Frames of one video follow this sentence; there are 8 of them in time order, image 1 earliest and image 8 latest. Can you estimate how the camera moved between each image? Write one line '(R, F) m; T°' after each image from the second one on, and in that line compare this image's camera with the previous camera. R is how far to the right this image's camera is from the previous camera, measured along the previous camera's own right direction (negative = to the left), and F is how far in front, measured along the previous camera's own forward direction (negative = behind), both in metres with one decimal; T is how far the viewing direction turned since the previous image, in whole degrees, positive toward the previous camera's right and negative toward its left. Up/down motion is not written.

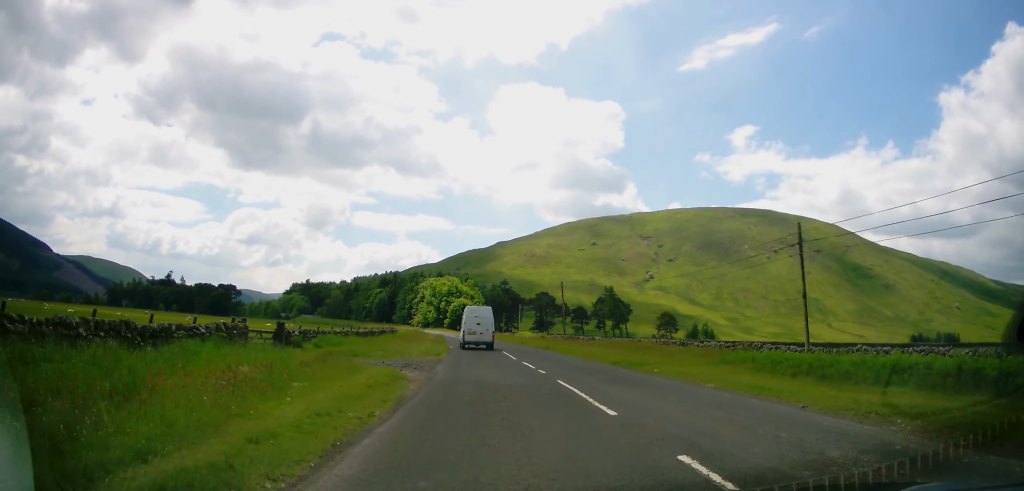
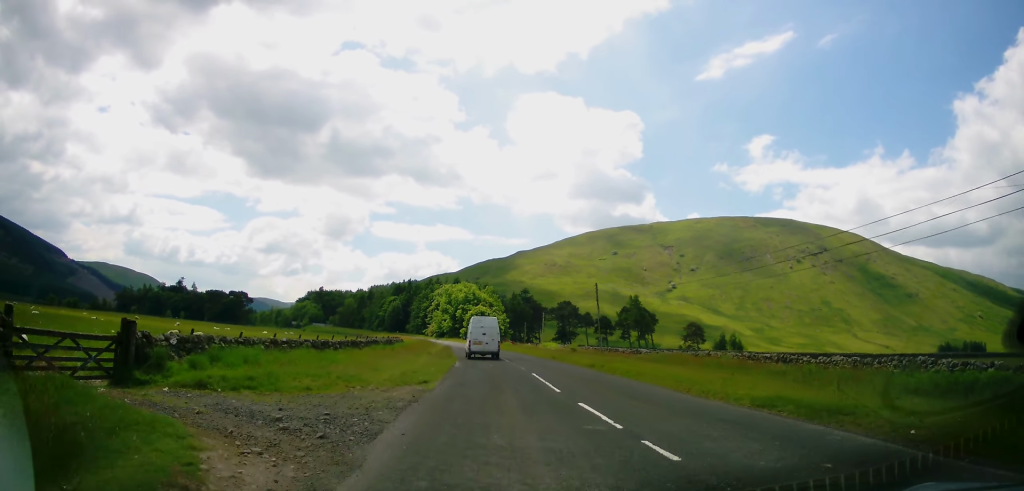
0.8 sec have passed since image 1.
(-0.3, +11.7) m; -2°
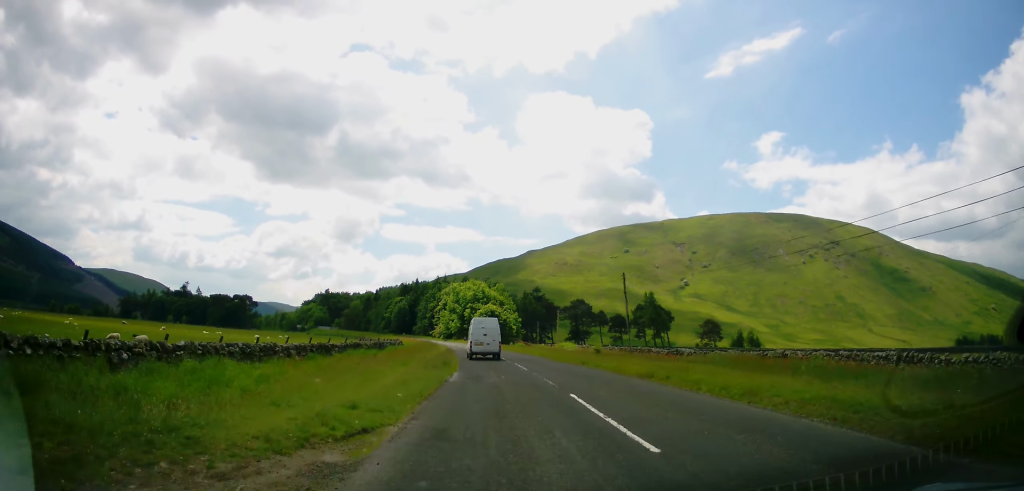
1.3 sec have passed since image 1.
(-0.1, +8.6) m; -1°
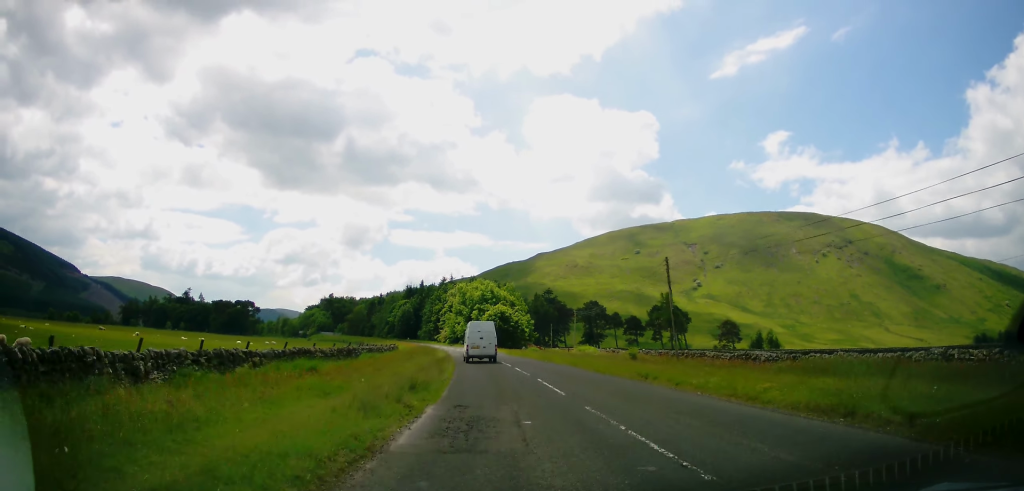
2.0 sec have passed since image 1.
(-0.1, +10.8) m; -1°
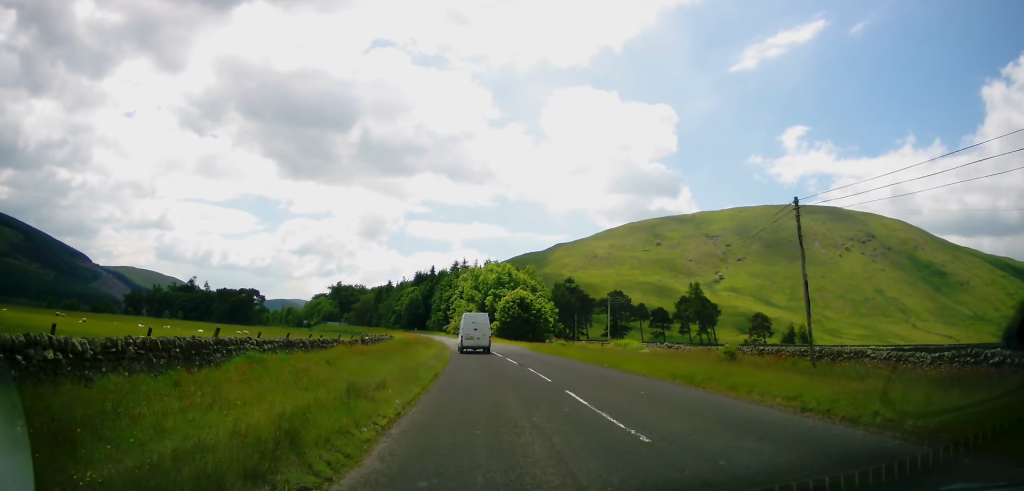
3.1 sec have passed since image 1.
(-0.2, +16.8) m; -2°
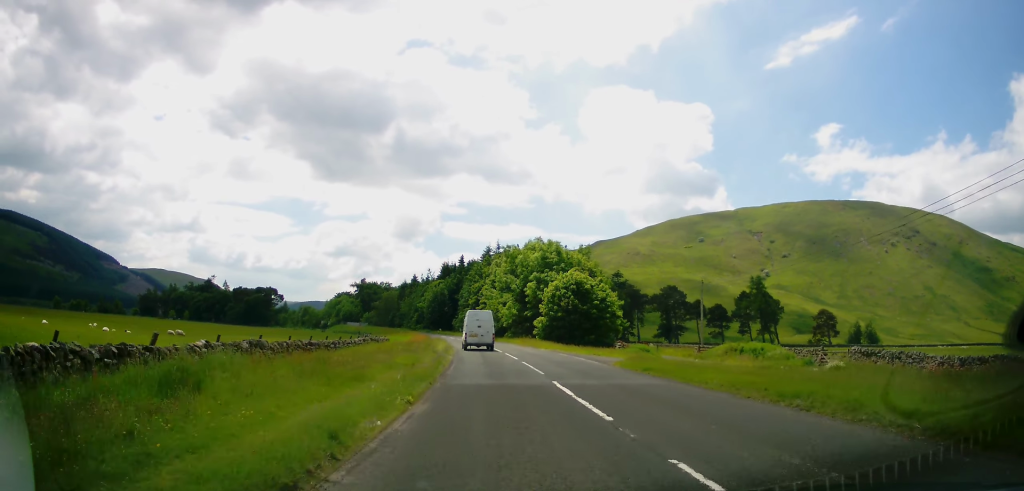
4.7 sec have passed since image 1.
(-0.8, +25.9) m; -4°
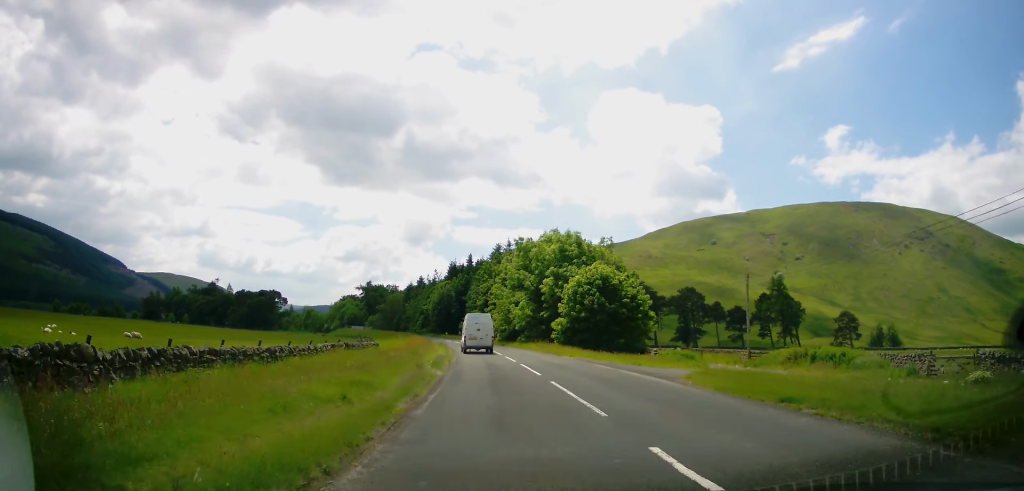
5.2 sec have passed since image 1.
(-0.1, +8.9) m; -1°
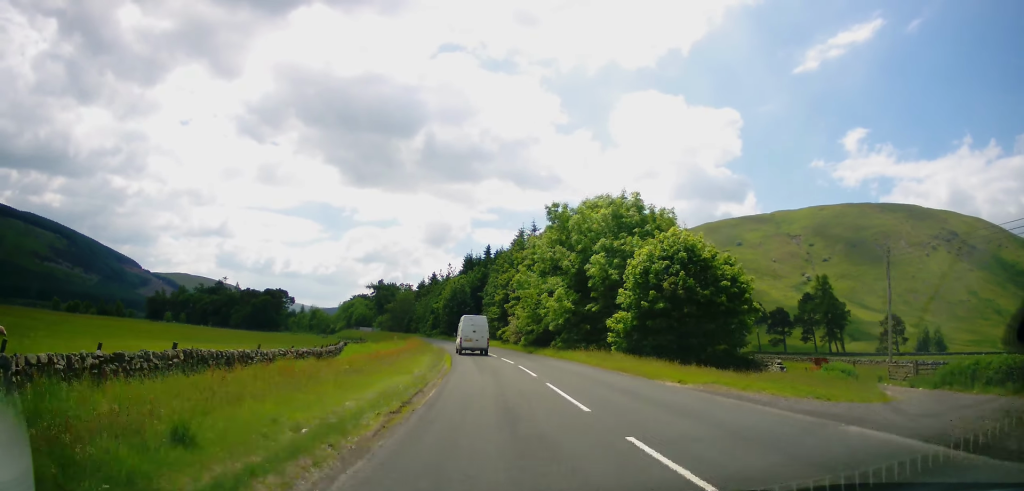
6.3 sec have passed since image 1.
(-0.3, +17.9) m; -2°
